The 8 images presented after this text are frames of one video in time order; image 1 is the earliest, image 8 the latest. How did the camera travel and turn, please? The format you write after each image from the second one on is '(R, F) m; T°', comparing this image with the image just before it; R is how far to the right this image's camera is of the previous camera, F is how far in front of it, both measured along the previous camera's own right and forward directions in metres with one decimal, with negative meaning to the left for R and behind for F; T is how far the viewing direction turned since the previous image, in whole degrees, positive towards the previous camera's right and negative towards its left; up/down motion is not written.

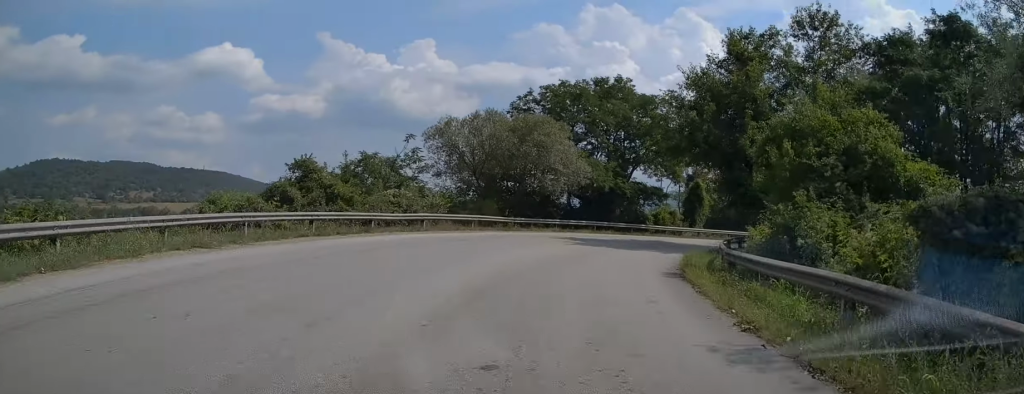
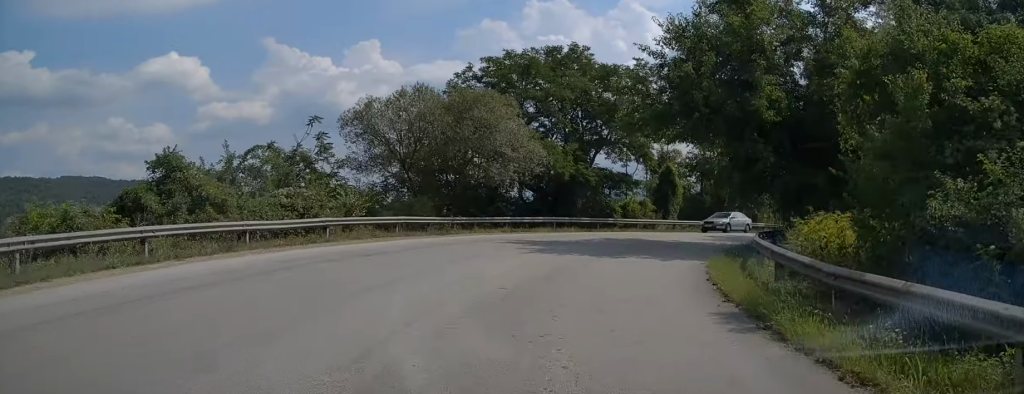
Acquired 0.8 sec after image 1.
(+0.4, +7.6) m; +6°
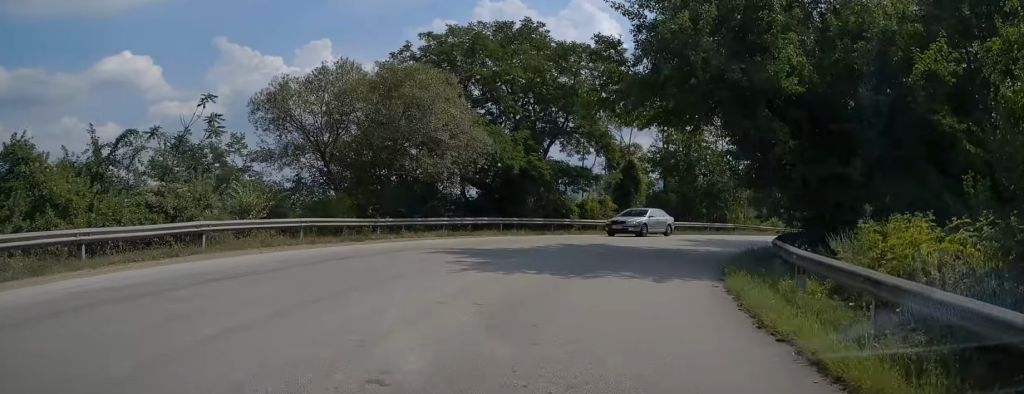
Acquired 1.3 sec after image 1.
(0.0, +5.2) m; +4°
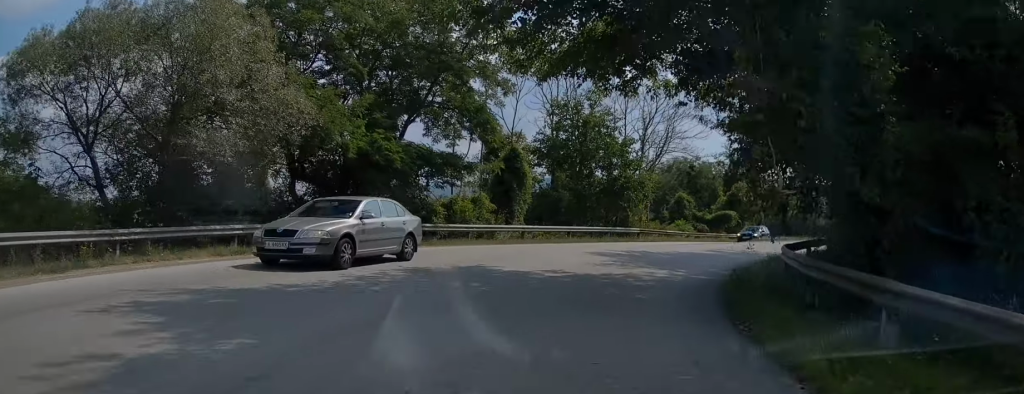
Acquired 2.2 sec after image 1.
(+0.6, +8.6) m; +10°
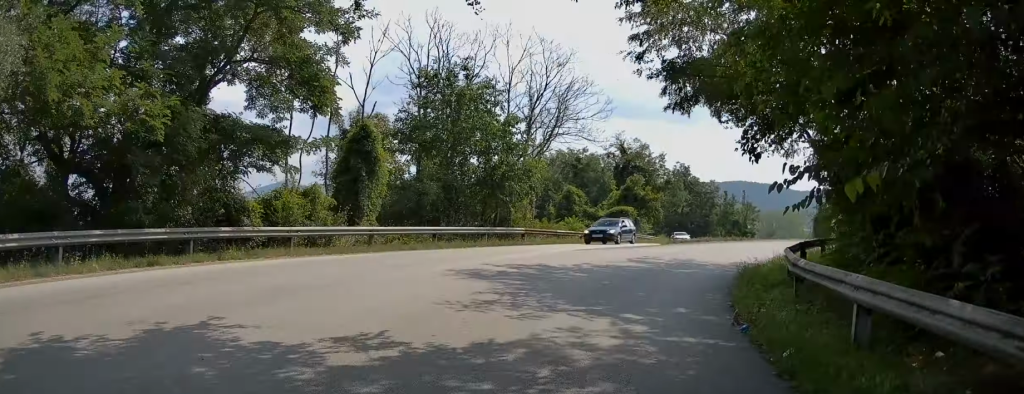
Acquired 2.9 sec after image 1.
(+0.7, +6.9) m; +11°
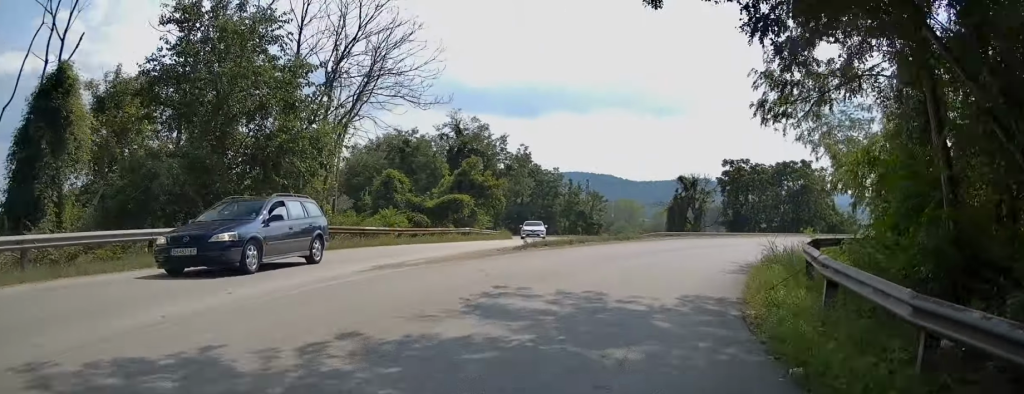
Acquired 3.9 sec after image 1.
(+1.2, +9.2) m; +14°
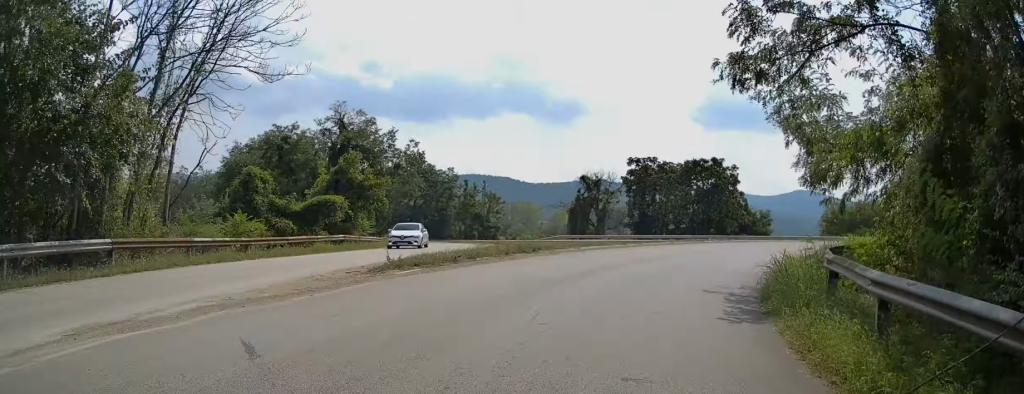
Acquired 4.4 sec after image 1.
(+0.2, +5.9) m; +8°
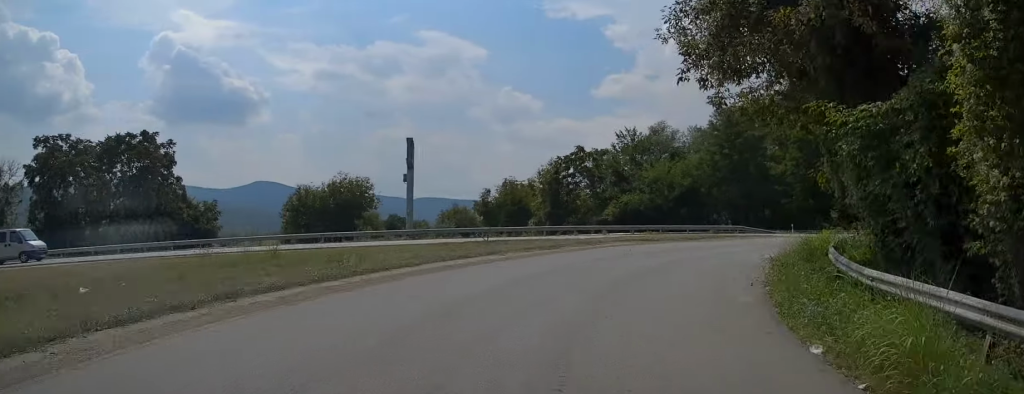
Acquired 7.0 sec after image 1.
(+9.6, +25.7) m; +40°
